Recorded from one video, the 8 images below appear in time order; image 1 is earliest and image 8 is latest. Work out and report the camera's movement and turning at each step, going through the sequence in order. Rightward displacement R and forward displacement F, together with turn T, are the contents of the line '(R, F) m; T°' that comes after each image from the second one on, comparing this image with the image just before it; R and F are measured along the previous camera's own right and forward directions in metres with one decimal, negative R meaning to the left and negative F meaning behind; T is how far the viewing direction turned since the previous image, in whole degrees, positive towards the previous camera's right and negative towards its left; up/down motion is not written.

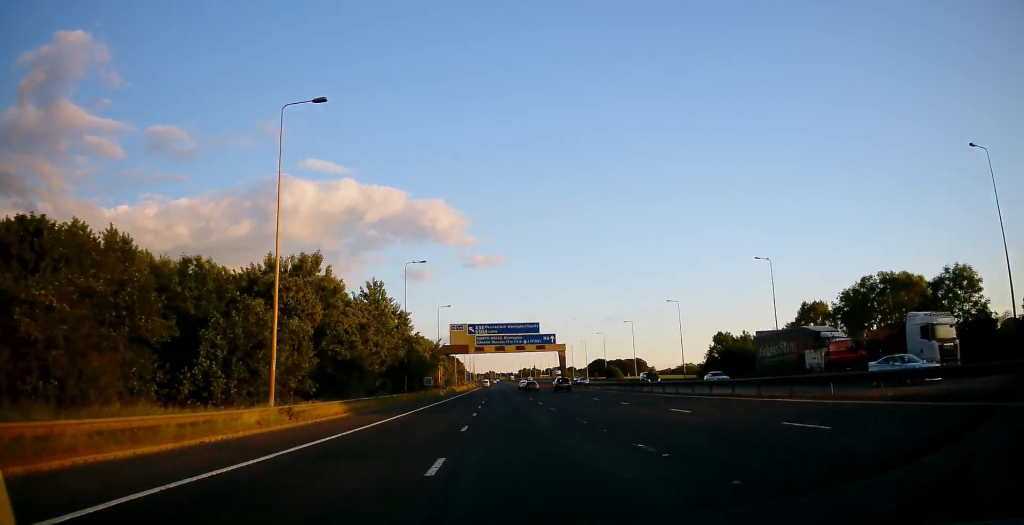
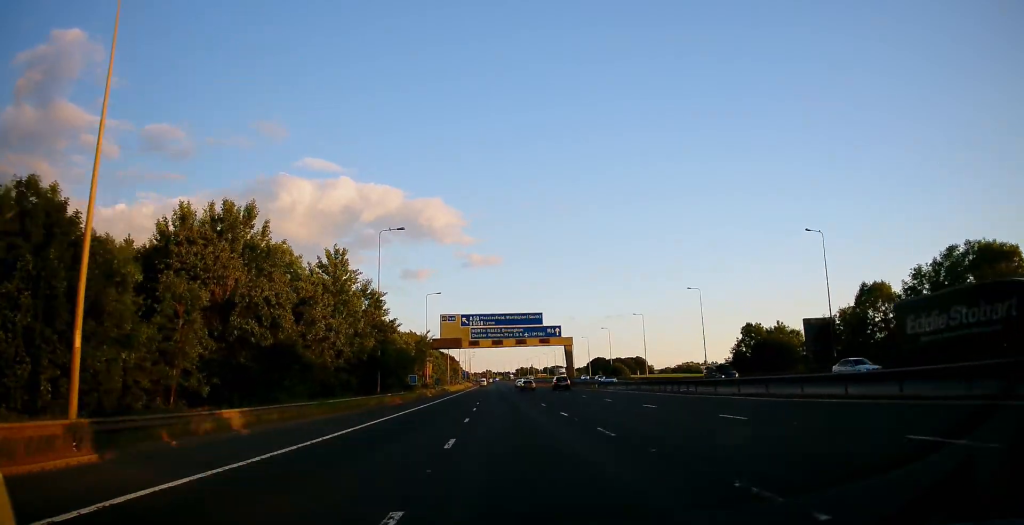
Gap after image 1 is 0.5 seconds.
(-0.1, +13.8) m; 0°
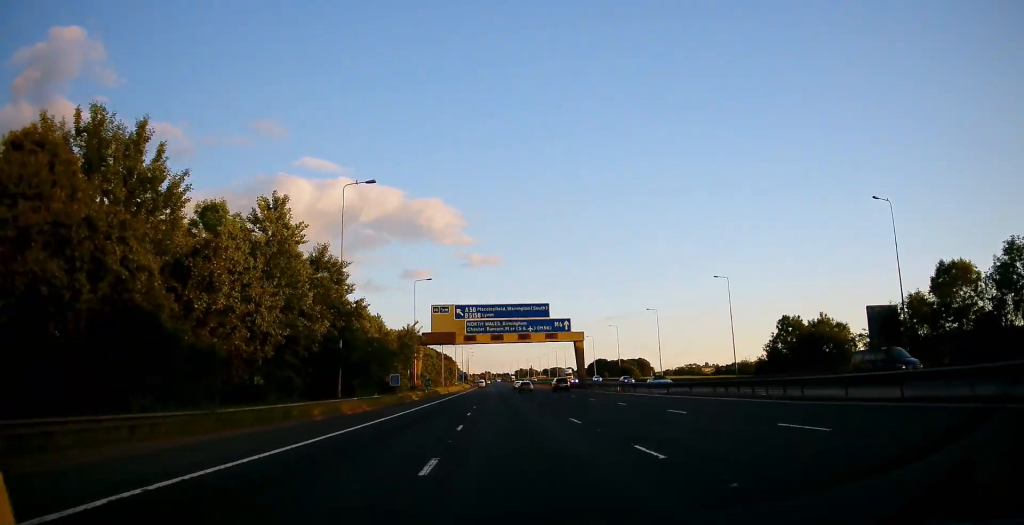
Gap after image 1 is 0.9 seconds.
(+0.1, +12.9) m; 0°
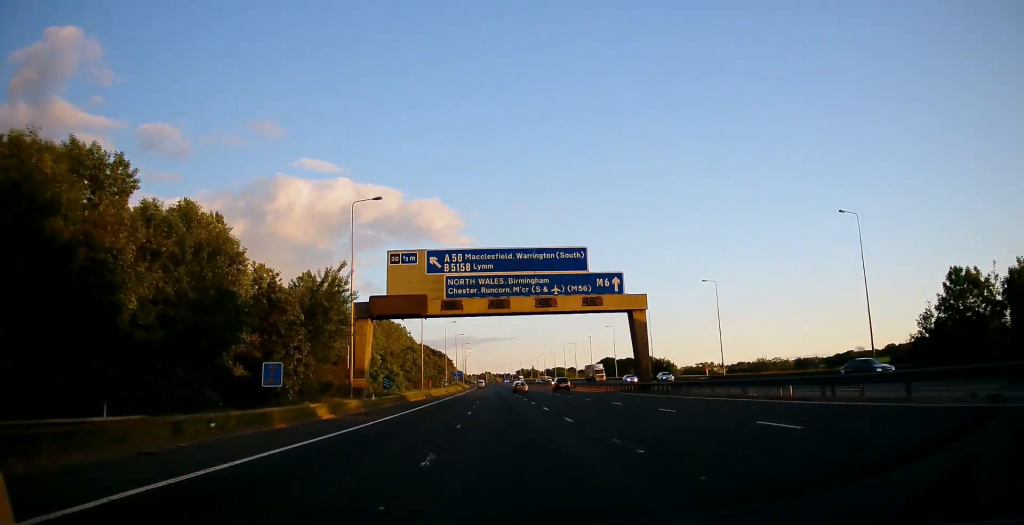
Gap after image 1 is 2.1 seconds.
(+0.2, +35.1) m; 0°
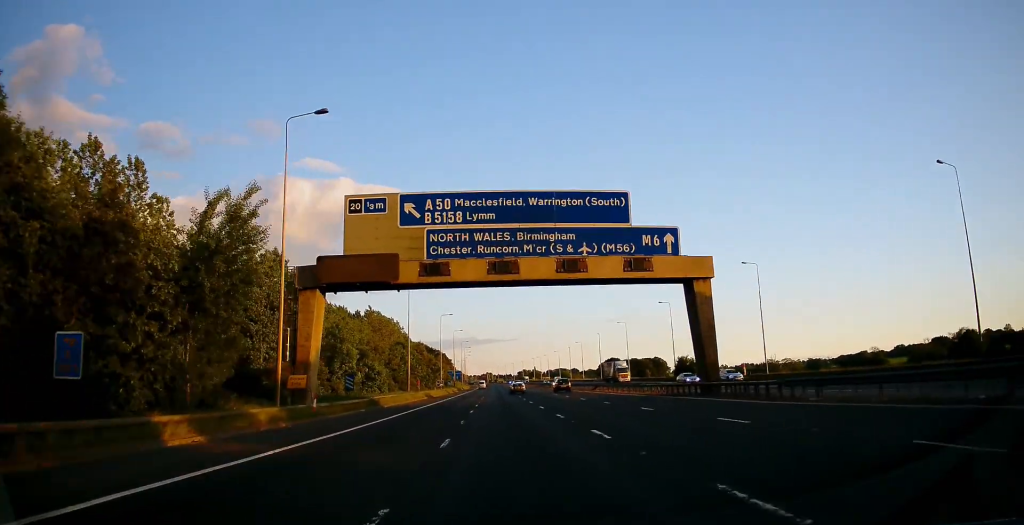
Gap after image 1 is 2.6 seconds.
(0.0, +14.9) m; 0°
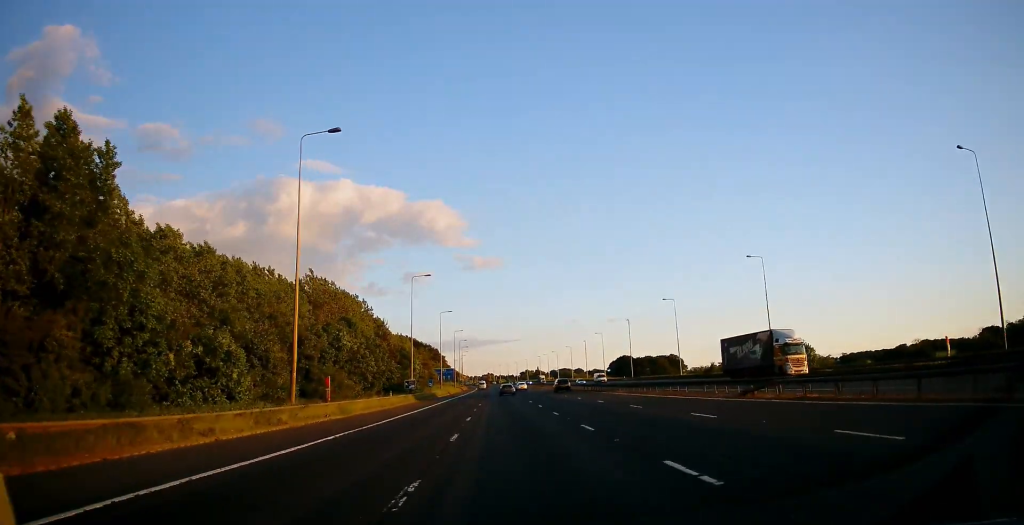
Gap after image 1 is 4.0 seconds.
(0.0, +41.5) m; 0°
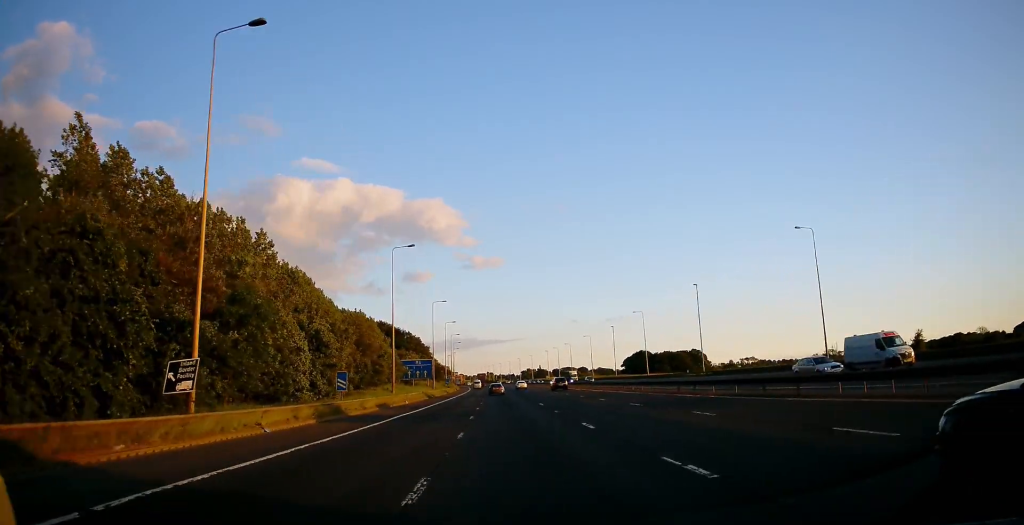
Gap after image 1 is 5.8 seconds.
(-0.4, +53.7) m; 0°
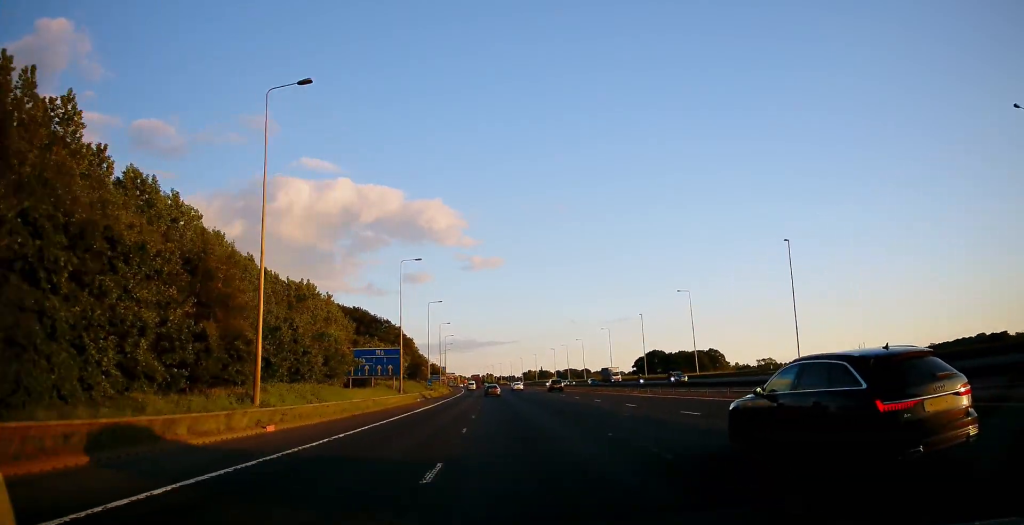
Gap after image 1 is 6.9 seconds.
(+0.3, +34.1) m; 0°
